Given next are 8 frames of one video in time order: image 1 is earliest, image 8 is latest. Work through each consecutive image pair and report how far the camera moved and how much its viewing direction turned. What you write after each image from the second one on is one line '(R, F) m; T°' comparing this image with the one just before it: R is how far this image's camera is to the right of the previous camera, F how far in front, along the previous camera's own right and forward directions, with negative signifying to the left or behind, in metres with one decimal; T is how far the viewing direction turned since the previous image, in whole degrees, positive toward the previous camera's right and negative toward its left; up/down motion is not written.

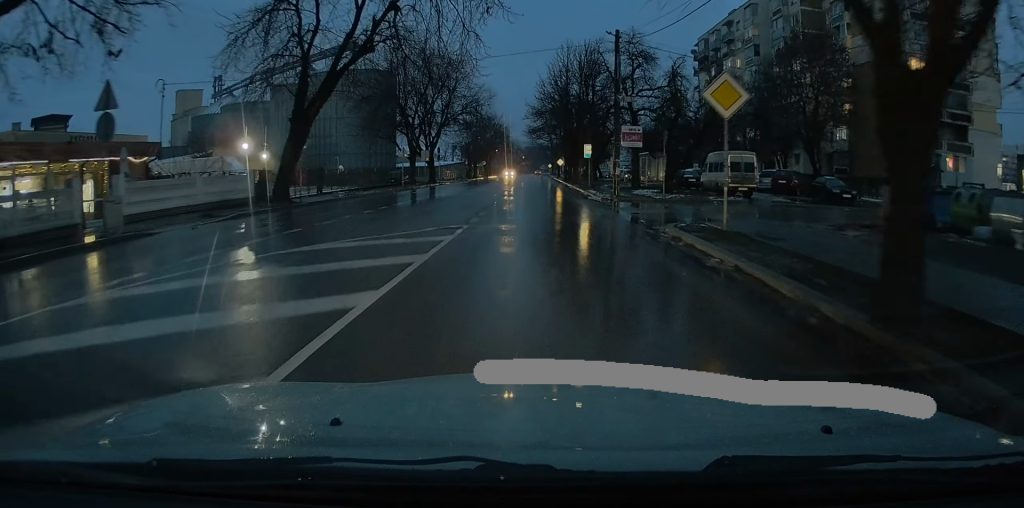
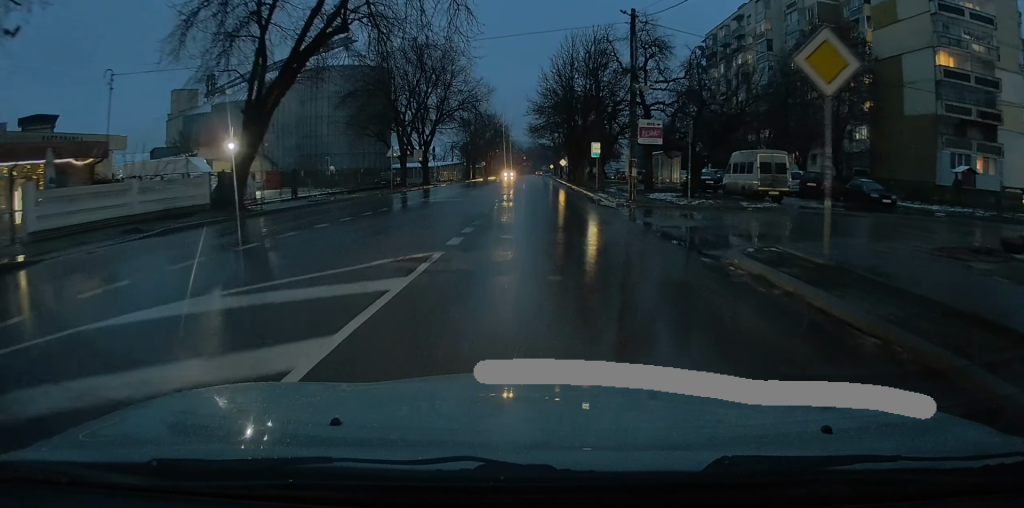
(-0.1, +4.5) m; 0°
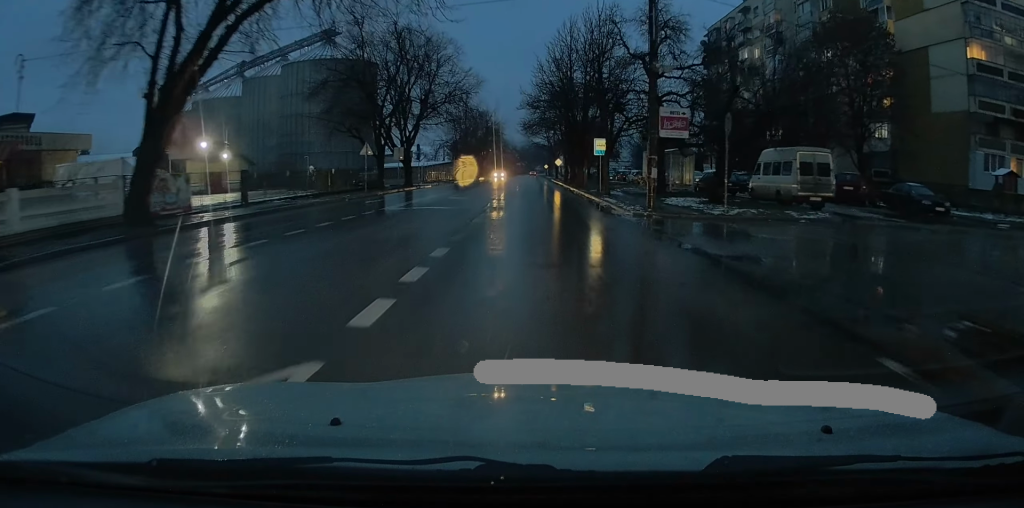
(+0.1, +5.6) m; 0°
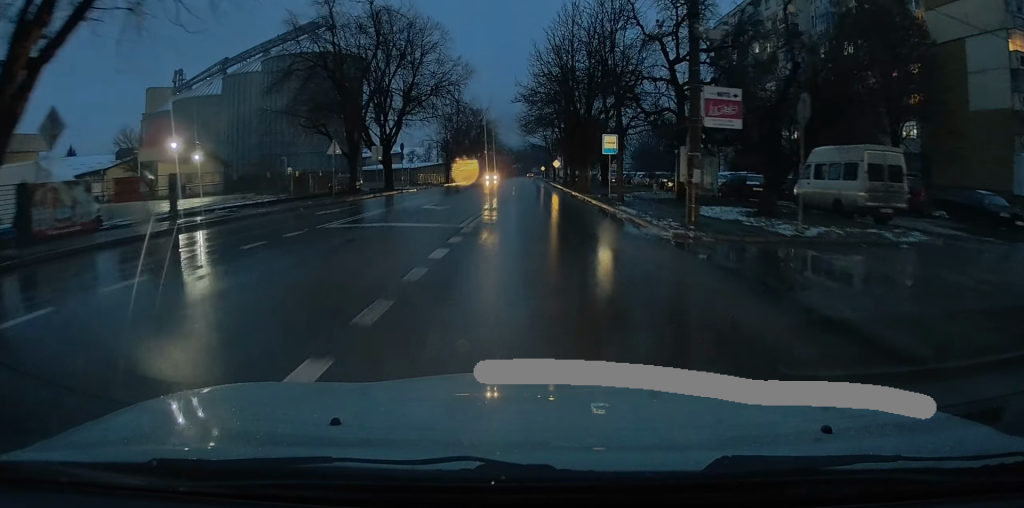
(0.0, +6.0) m; -1°
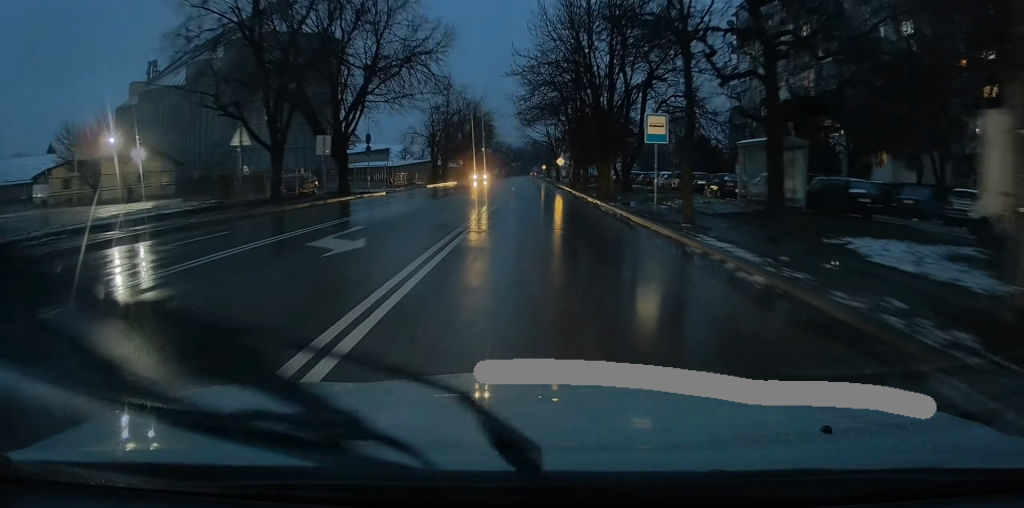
(-0.3, +11.4) m; -3°
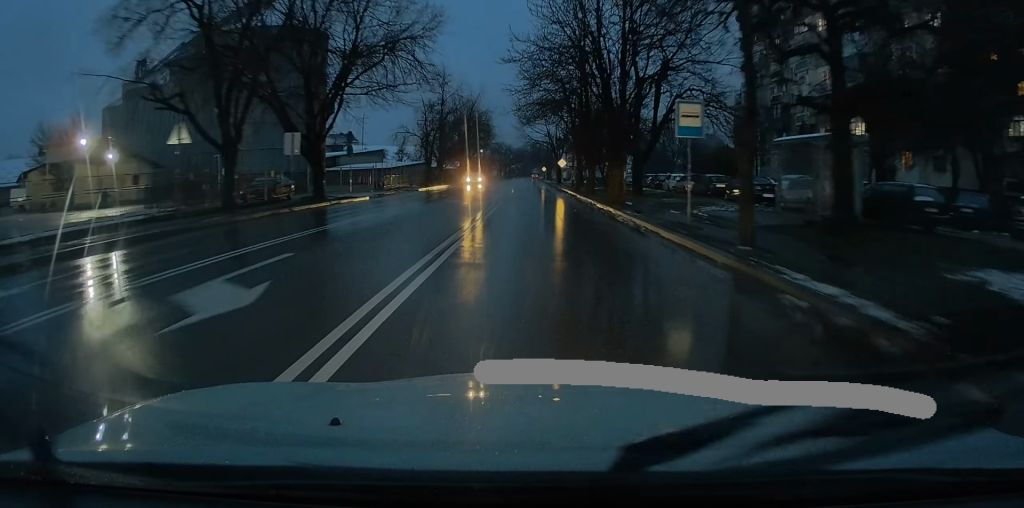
(0.0, +4.3) m; 0°
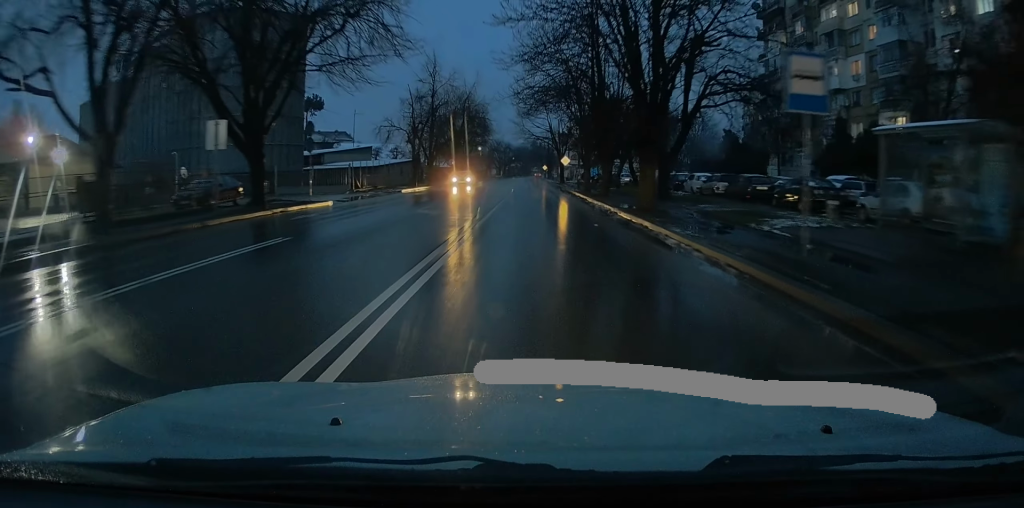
(-0.1, +6.9) m; +1°
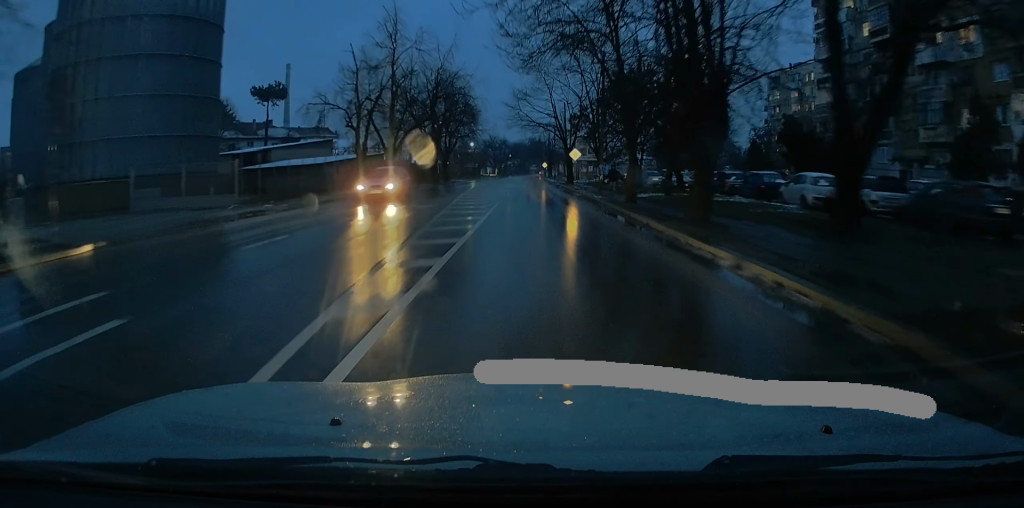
(+0.3, +17.4) m; +1°
